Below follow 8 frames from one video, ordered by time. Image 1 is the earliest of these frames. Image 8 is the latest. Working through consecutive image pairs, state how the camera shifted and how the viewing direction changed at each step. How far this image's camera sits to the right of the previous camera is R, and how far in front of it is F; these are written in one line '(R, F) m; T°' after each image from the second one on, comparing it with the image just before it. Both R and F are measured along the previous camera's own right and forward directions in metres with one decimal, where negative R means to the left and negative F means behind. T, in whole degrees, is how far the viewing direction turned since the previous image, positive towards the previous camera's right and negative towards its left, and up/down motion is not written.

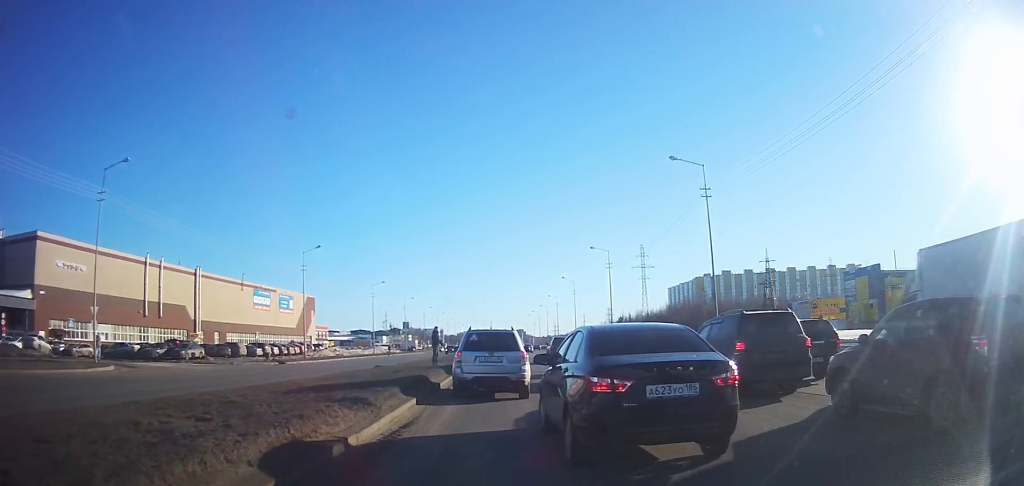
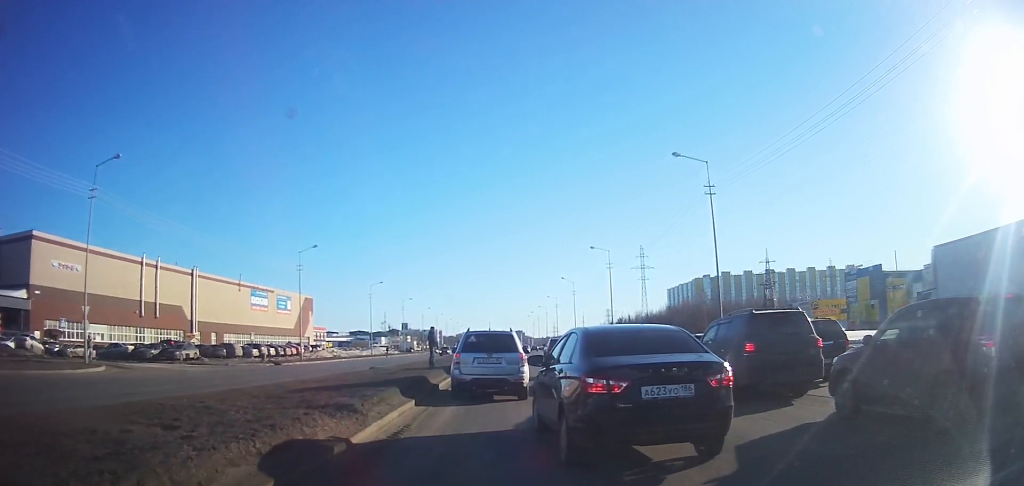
(0.0, +1.0) m; 0°
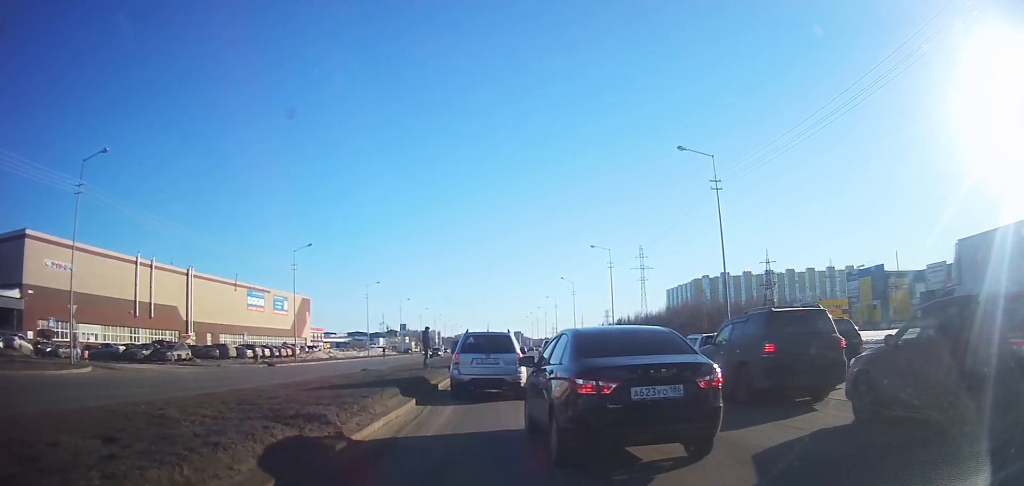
(0.0, +1.4) m; 0°
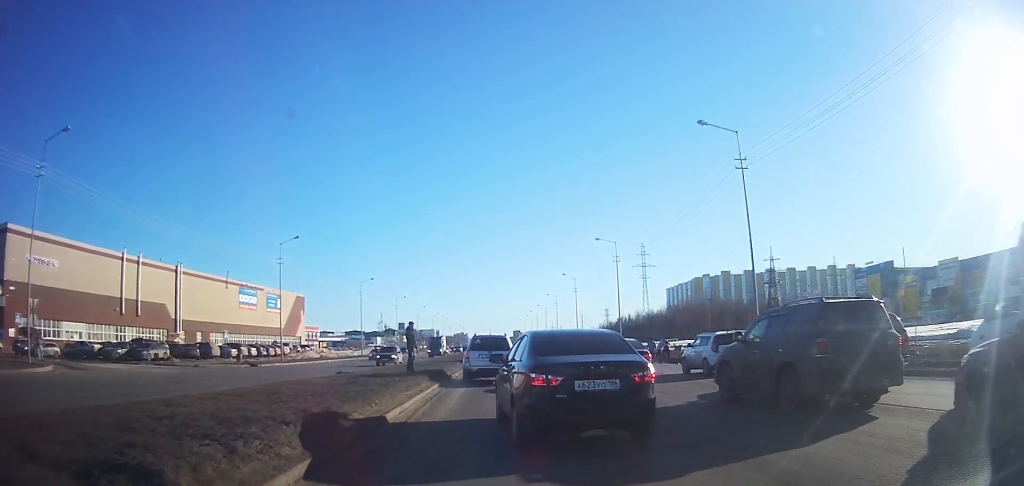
(0.0, +4.3) m; +1°
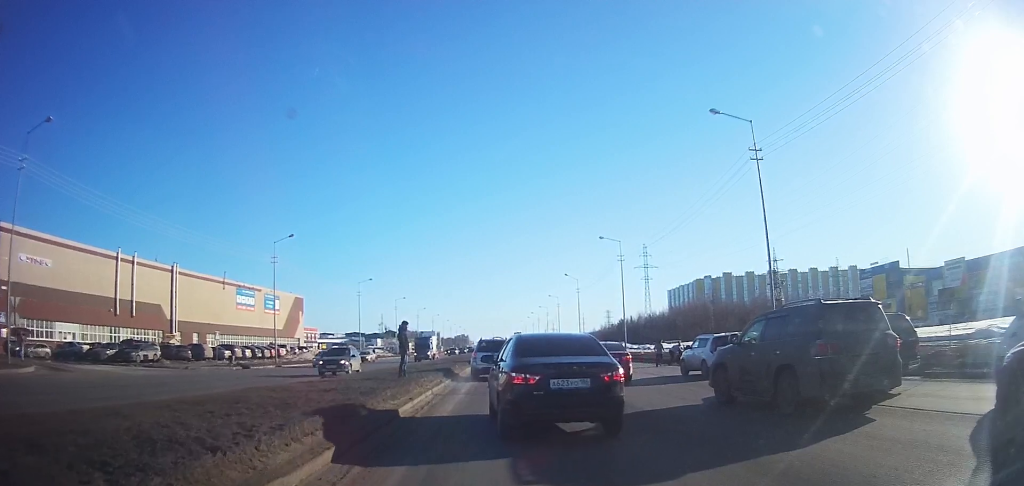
(0.0, +2.1) m; -1°
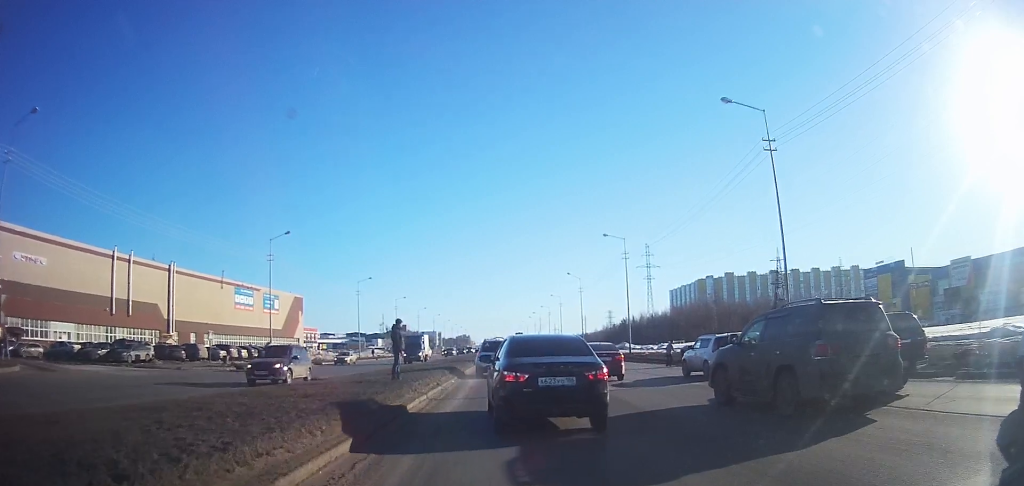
(0.0, +1.4) m; 0°
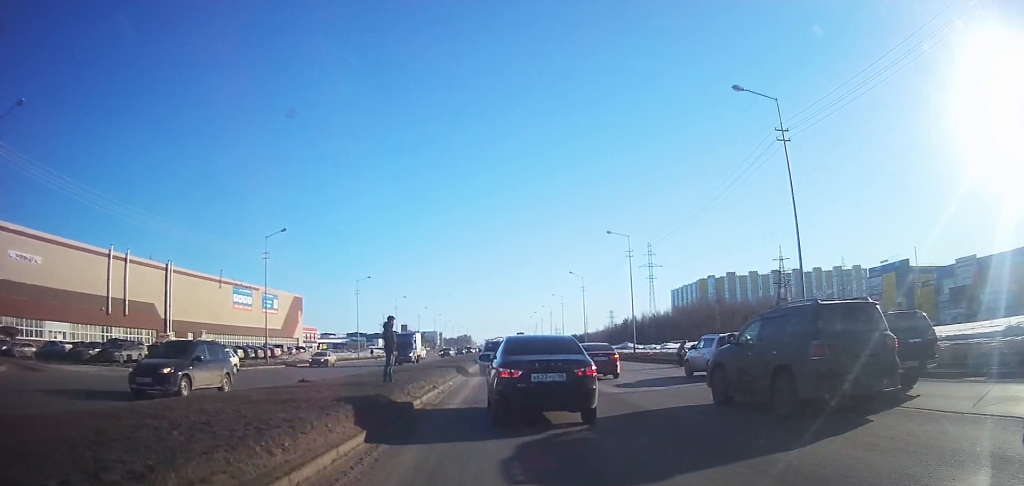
(0.0, +1.2) m; 0°
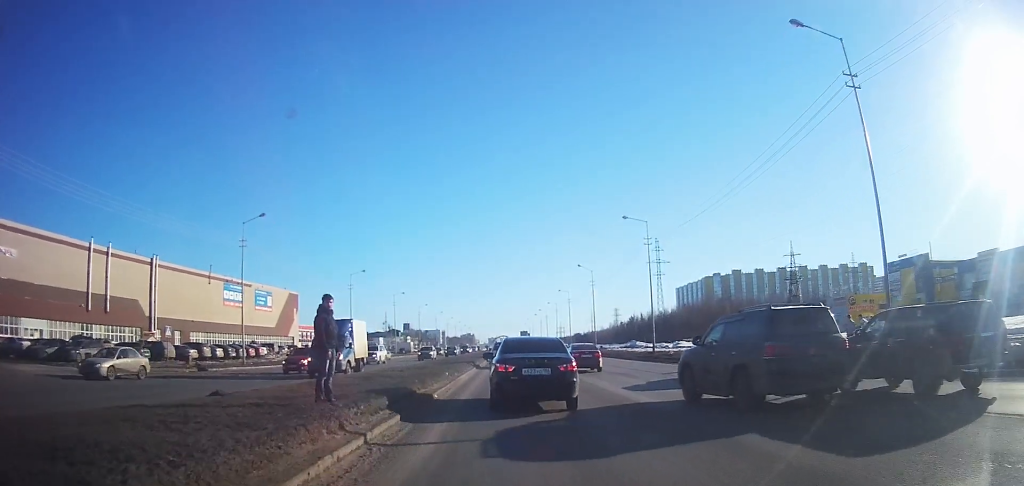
(0.0, +5.6) m; 0°
